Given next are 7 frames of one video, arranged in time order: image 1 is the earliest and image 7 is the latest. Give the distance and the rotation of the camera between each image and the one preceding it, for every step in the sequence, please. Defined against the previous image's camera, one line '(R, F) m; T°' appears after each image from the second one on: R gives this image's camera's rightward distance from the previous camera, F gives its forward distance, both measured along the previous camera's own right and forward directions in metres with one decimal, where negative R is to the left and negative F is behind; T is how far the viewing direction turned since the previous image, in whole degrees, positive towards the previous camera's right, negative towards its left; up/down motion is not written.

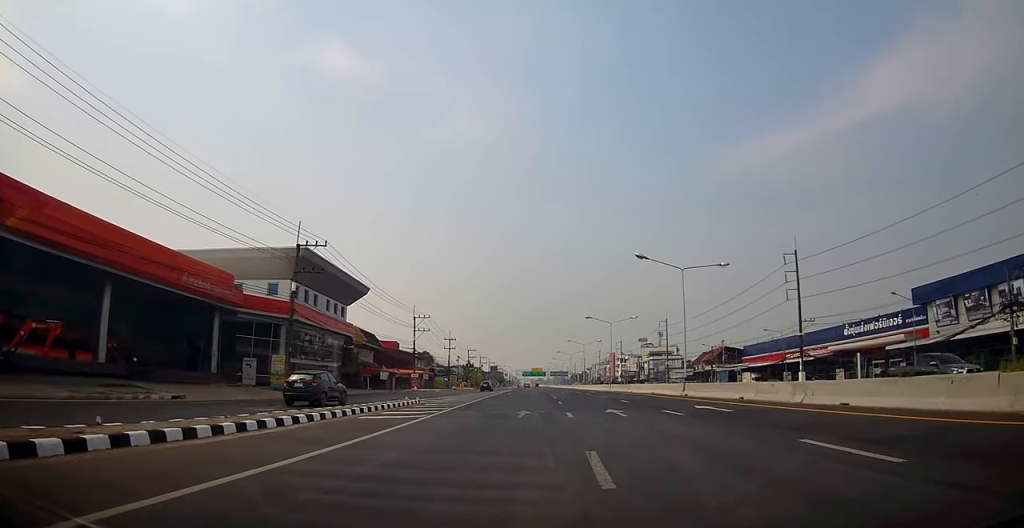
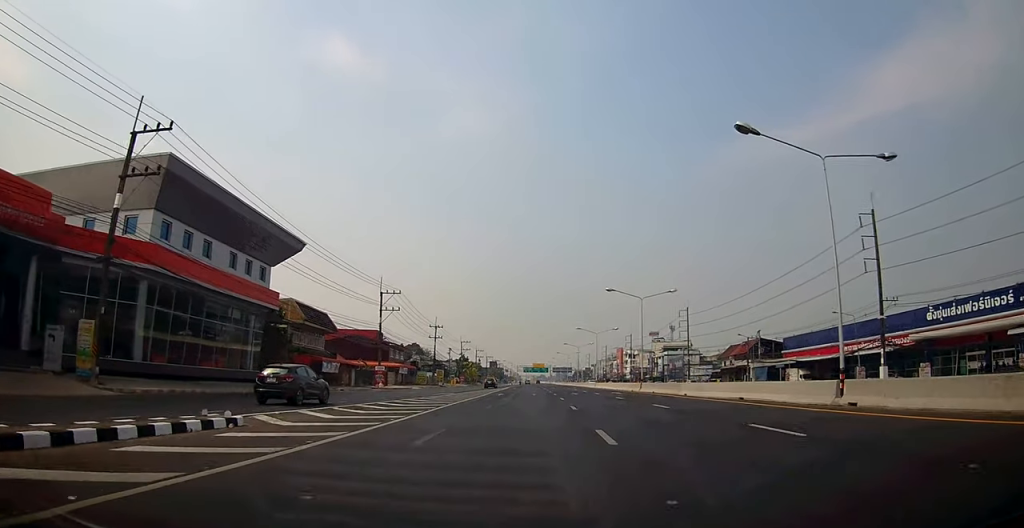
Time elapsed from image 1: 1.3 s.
(-0.4, +20.4) m; 0°
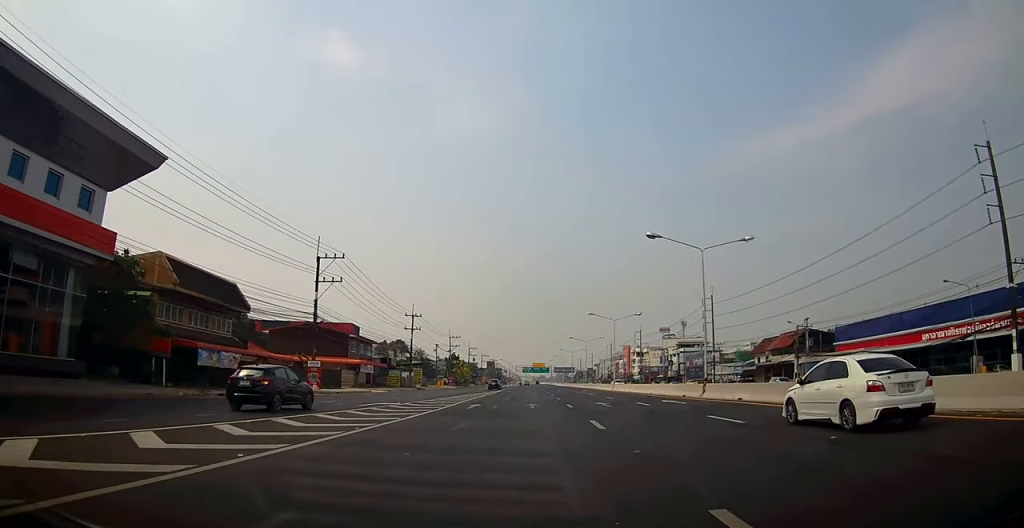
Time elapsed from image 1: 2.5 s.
(+0.9, +20.1) m; +3°
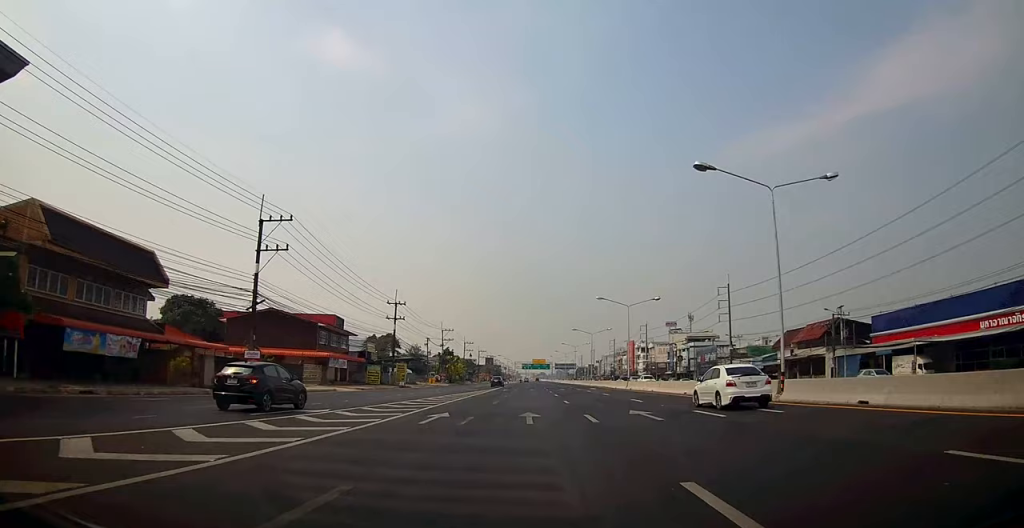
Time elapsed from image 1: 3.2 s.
(+0.1, +10.7) m; 0°
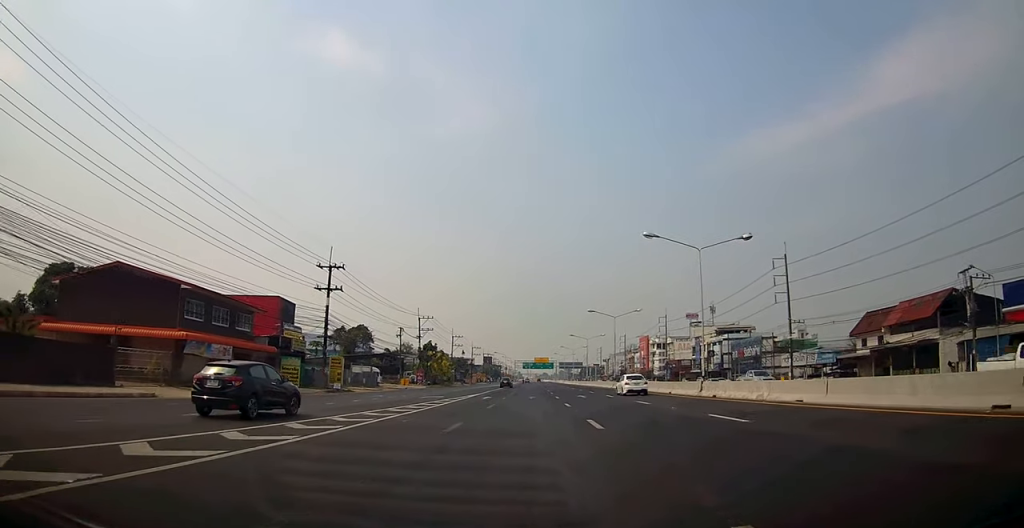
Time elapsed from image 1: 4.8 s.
(-0.1, +25.8) m; -1°
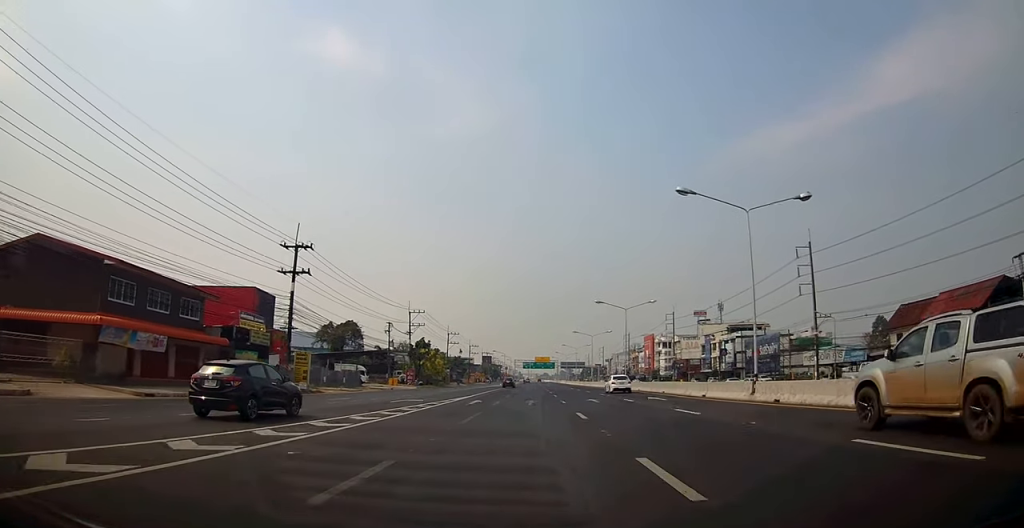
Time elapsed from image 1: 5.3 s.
(+0.2, +8.0) m; -1°
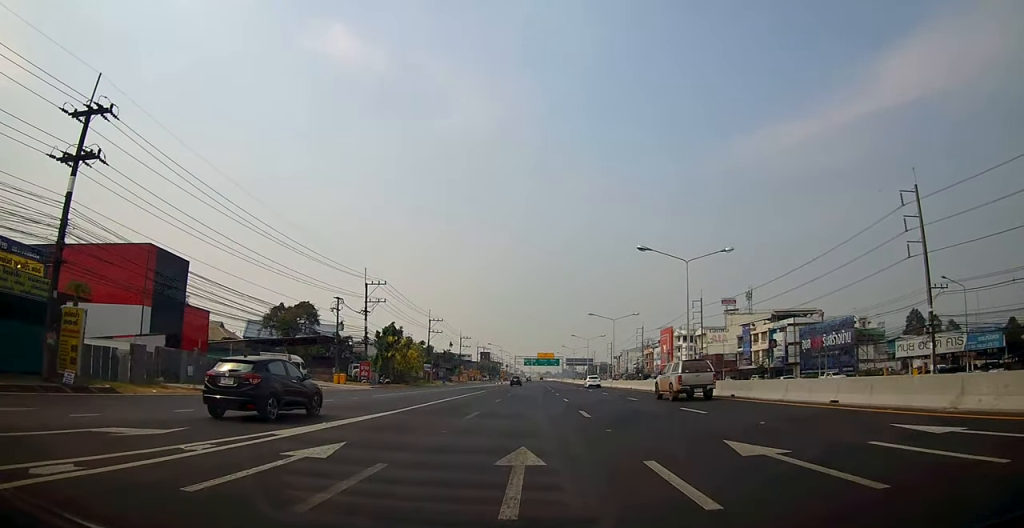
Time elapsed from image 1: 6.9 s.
(-0.5, +24.4) m; +1°
